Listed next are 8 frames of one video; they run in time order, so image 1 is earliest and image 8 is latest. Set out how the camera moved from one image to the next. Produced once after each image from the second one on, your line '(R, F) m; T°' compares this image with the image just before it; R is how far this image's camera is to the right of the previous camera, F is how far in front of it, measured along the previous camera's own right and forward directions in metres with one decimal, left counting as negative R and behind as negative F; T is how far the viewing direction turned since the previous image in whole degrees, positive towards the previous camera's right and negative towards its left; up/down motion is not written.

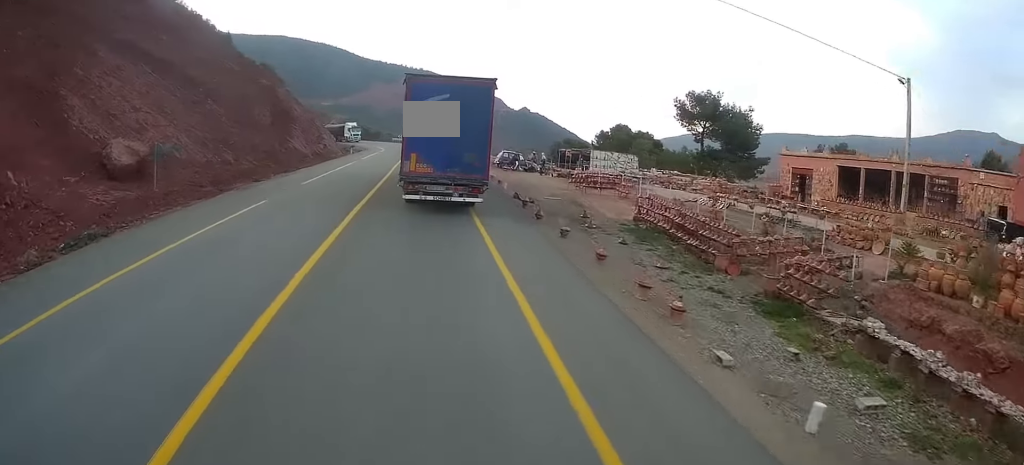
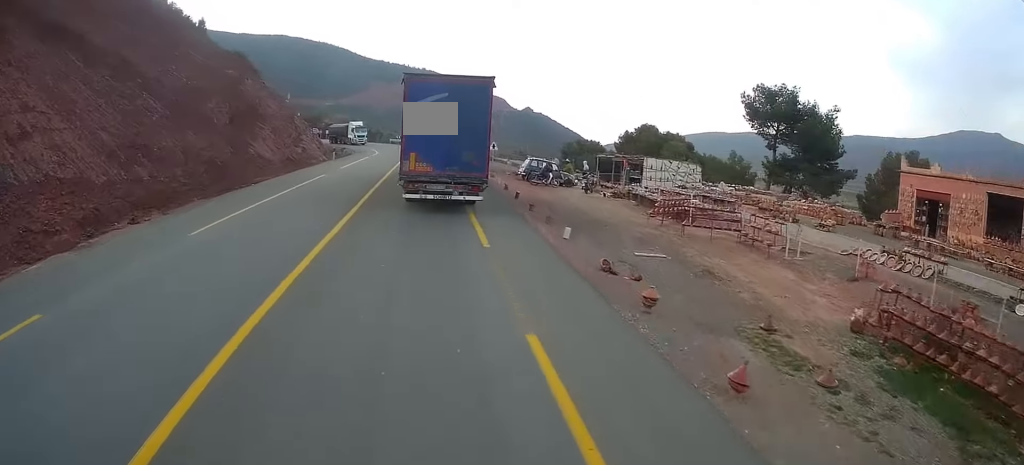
(-0.1, +13.3) m; -1°
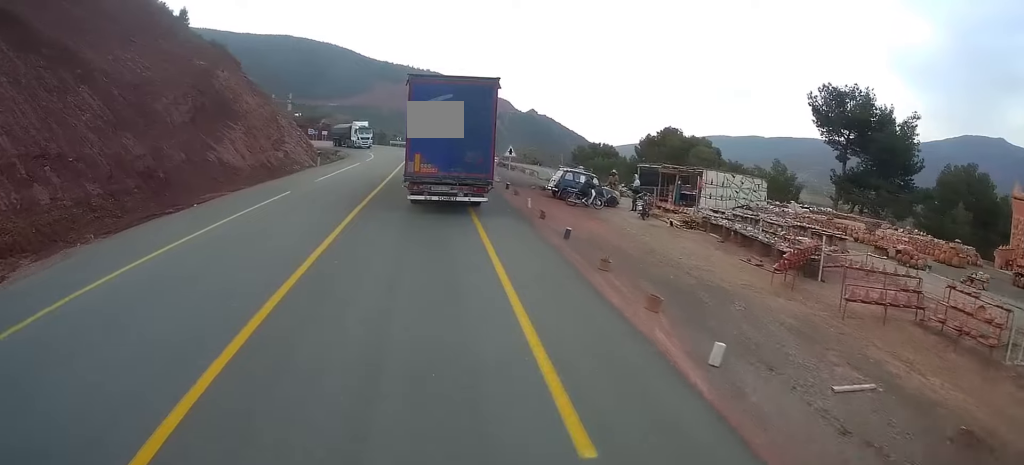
(0.0, +8.8) m; 0°
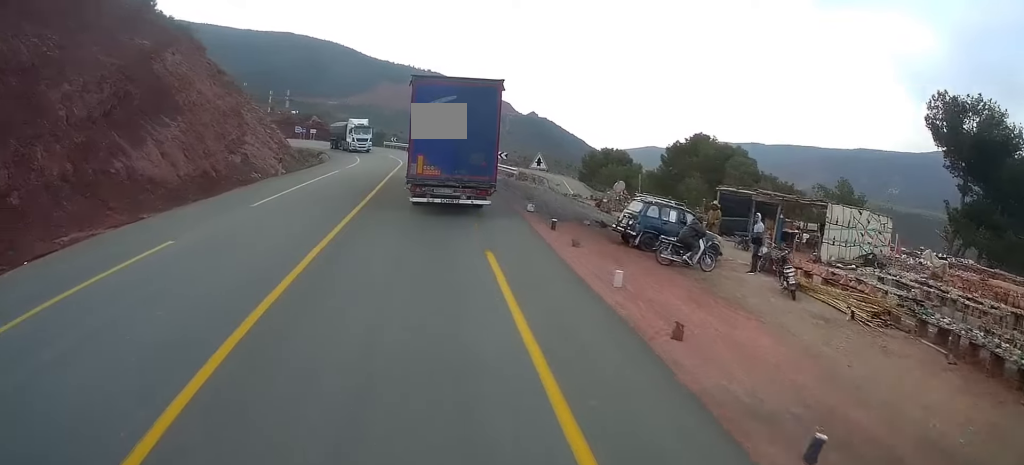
(0.0, +11.2) m; 0°
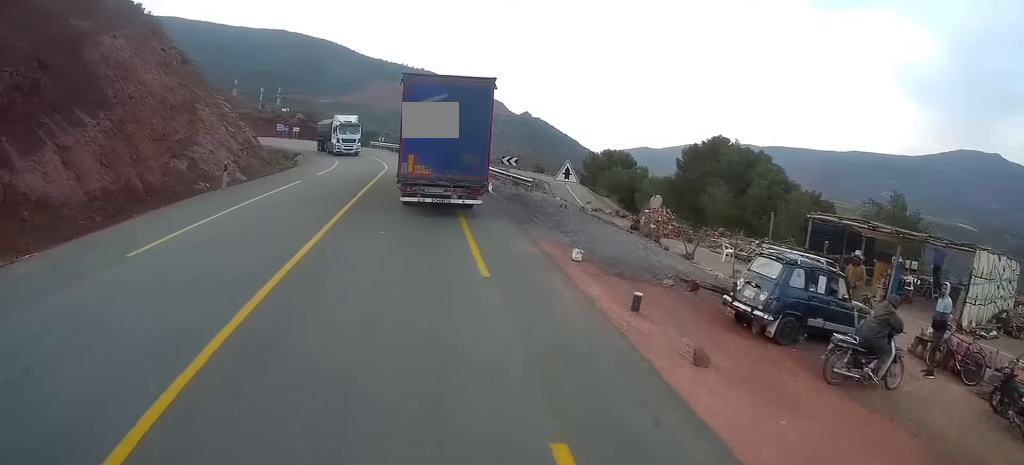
(+0.1, +8.3) m; 0°
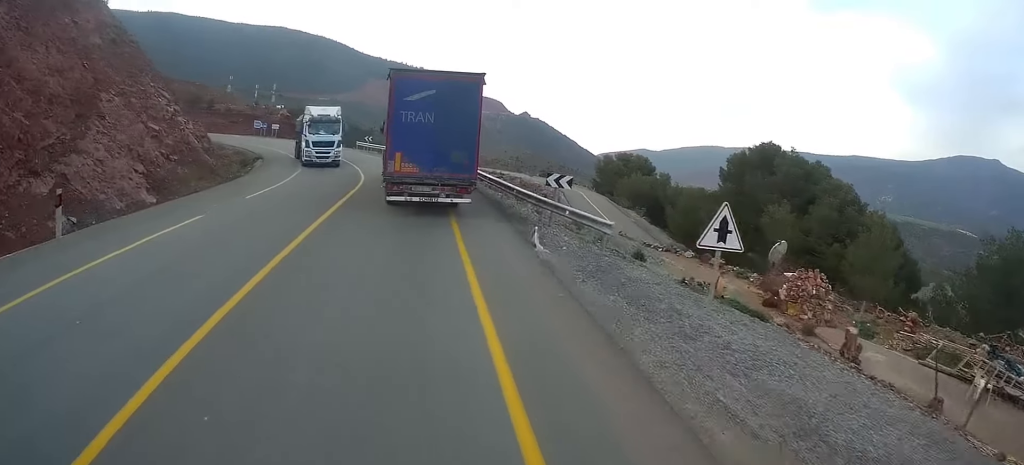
(-0.2, +12.6) m; -2°
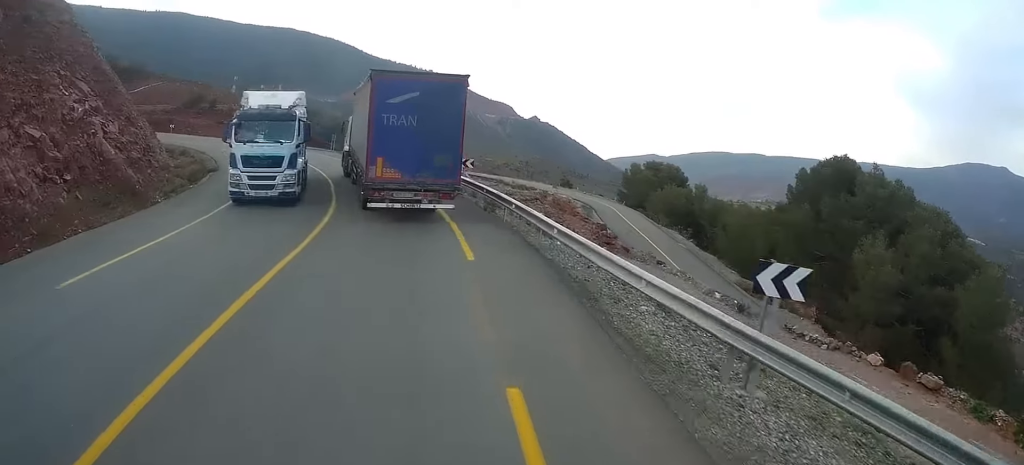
(-0.2, +12.1) m; -3°
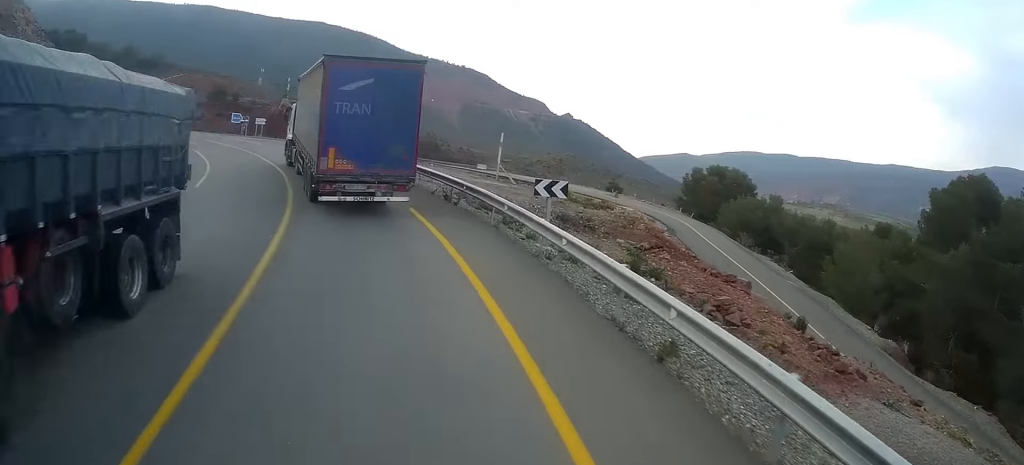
(-0.7, +14.0) m; -5°
